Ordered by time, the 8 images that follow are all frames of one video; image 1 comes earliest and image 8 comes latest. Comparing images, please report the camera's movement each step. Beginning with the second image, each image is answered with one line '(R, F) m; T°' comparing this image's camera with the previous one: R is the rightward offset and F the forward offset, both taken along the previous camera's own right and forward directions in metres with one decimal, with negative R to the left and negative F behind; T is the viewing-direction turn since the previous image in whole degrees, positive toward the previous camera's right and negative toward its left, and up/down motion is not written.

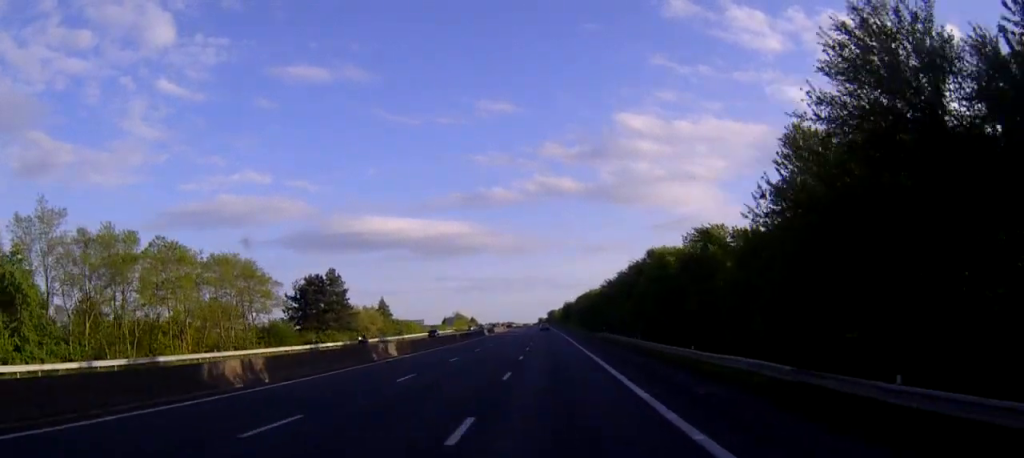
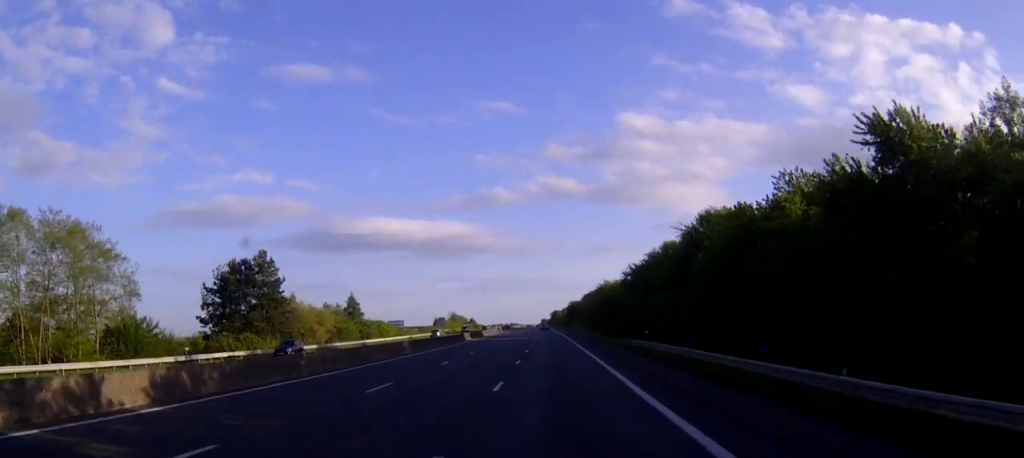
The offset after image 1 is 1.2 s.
(-0.1, +30.4) m; 0°
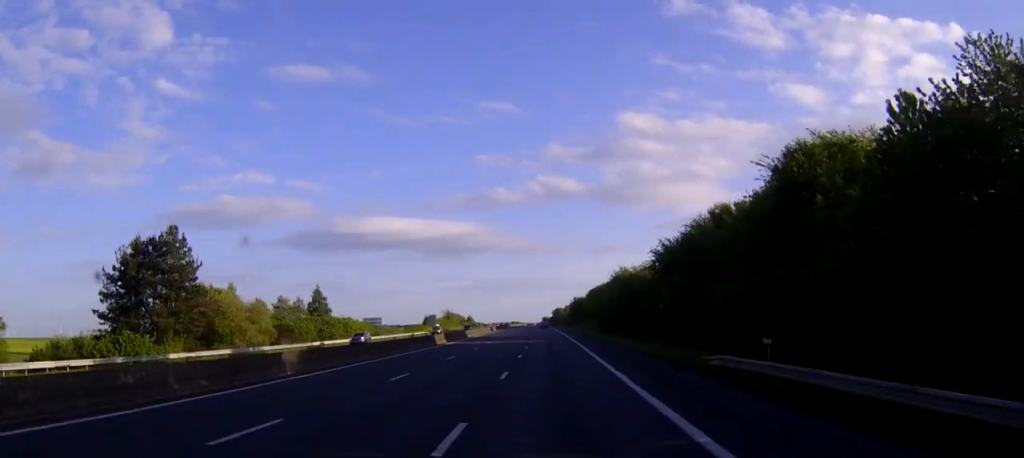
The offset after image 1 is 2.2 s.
(+0.1, +23.0) m; 0°
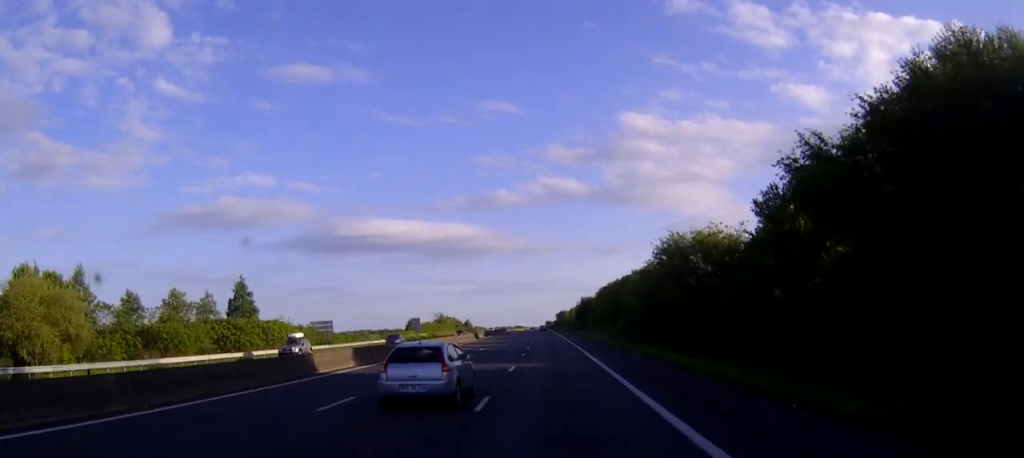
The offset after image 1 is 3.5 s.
(-0.1, +33.7) m; 0°
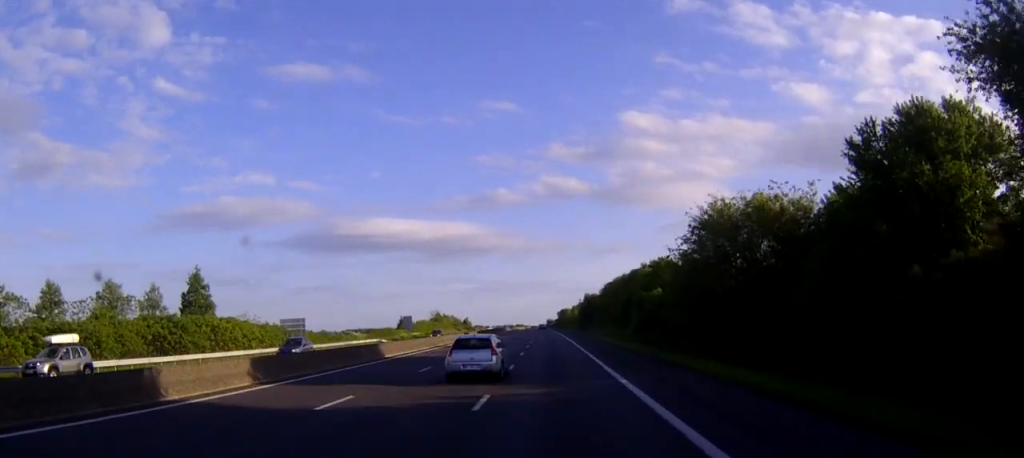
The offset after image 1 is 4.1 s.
(0.0, +13.1) m; 0°
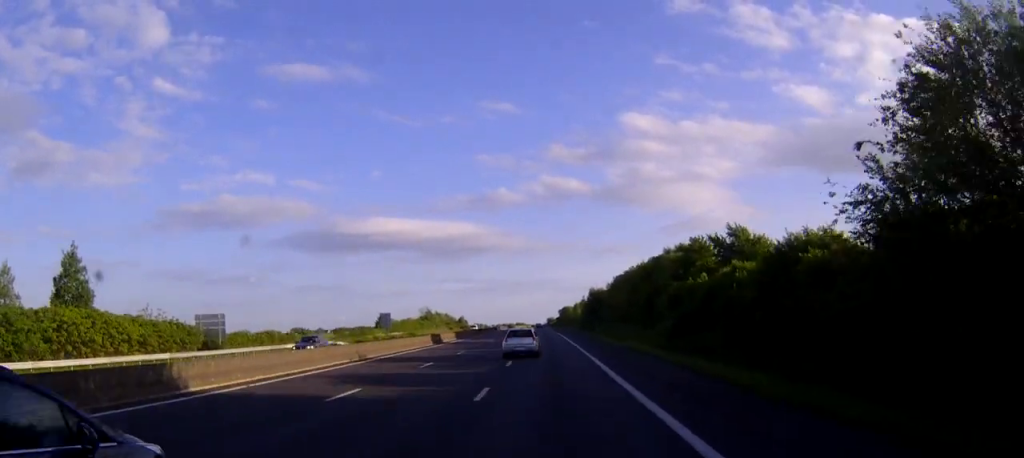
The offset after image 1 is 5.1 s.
(-0.1, +24.6) m; 0°
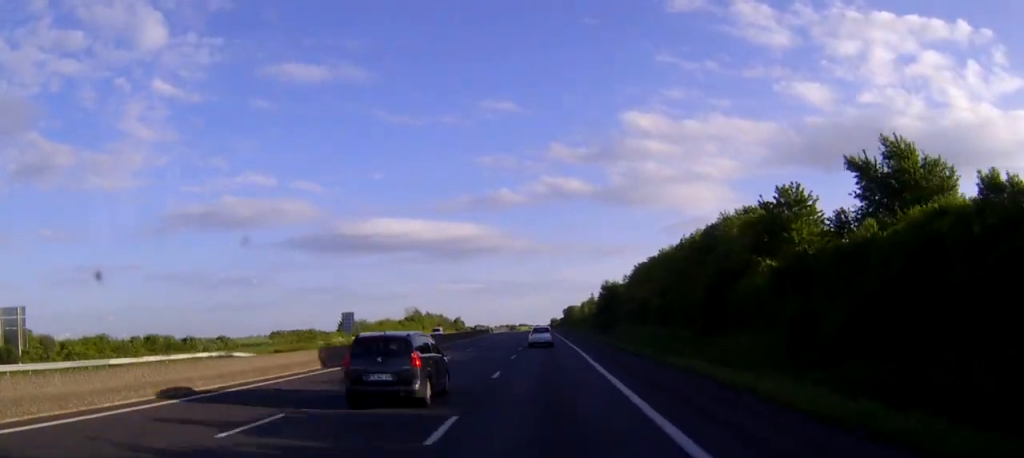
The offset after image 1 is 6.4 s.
(0.0, +32.0) m; 0°
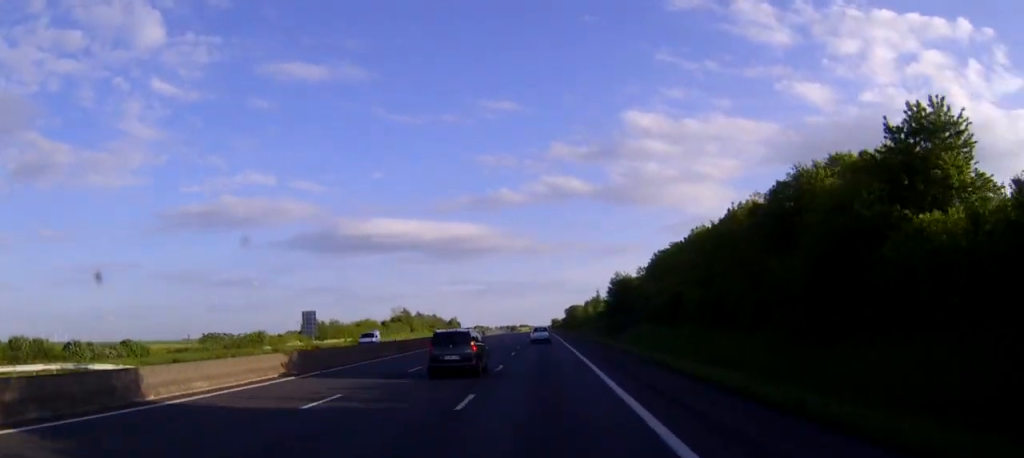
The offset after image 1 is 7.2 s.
(0.0, +21.3) m; 0°
